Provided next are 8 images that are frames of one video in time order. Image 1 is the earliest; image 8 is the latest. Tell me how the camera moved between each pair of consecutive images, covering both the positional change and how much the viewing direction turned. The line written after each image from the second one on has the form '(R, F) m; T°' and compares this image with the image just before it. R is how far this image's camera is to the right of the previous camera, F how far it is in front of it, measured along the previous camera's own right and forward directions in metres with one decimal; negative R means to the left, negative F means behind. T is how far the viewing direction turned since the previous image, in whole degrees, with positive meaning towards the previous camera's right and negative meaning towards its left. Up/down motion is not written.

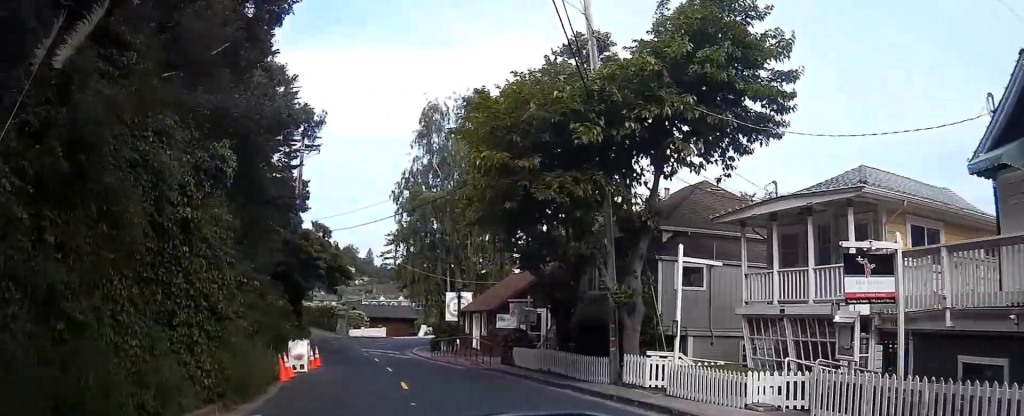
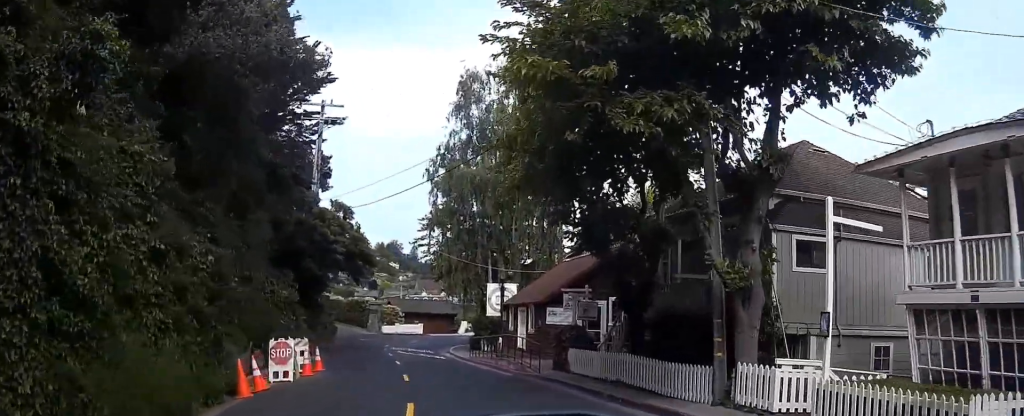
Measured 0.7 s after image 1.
(-0.2, +6.1) m; -6°
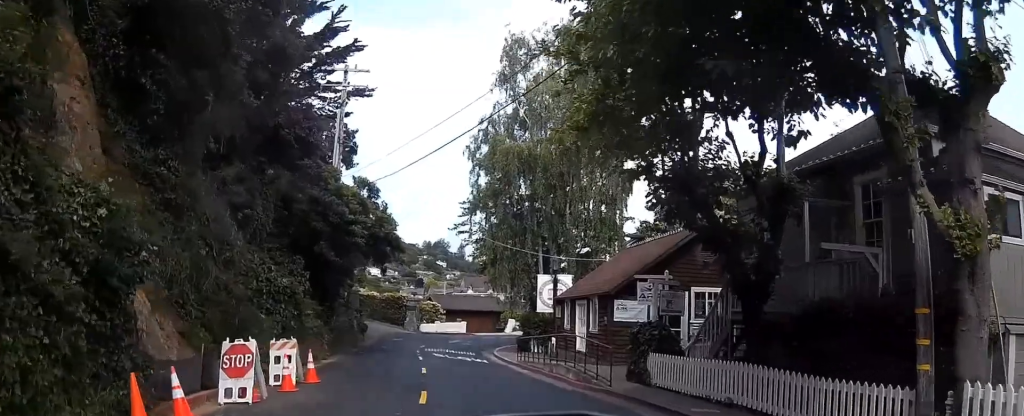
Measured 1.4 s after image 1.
(-0.3, +6.1) m; -5°
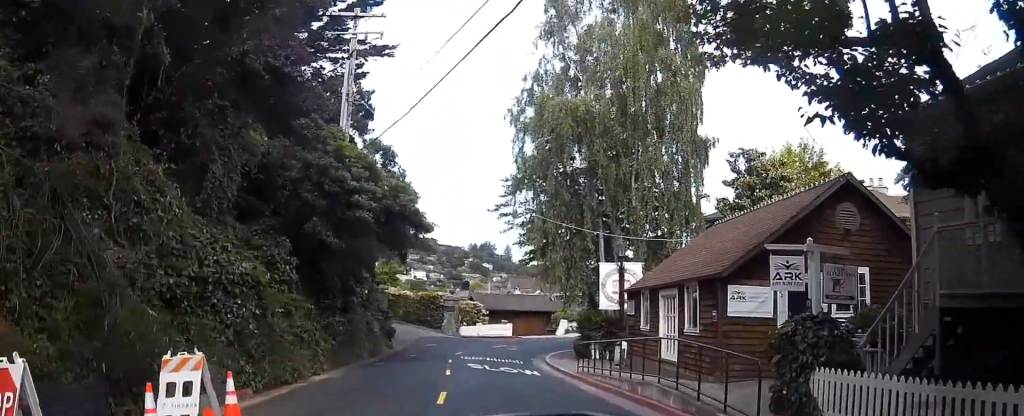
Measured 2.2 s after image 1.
(-0.4, +8.1) m; -5°
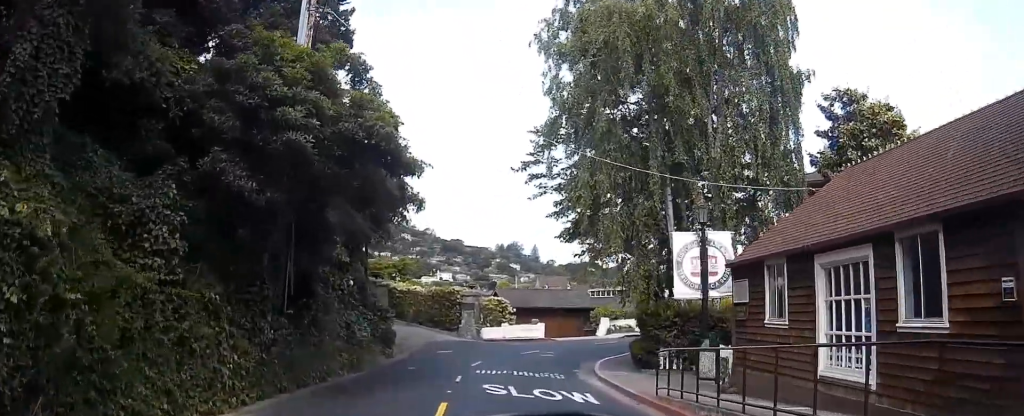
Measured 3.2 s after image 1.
(-0.5, +10.4) m; -4°
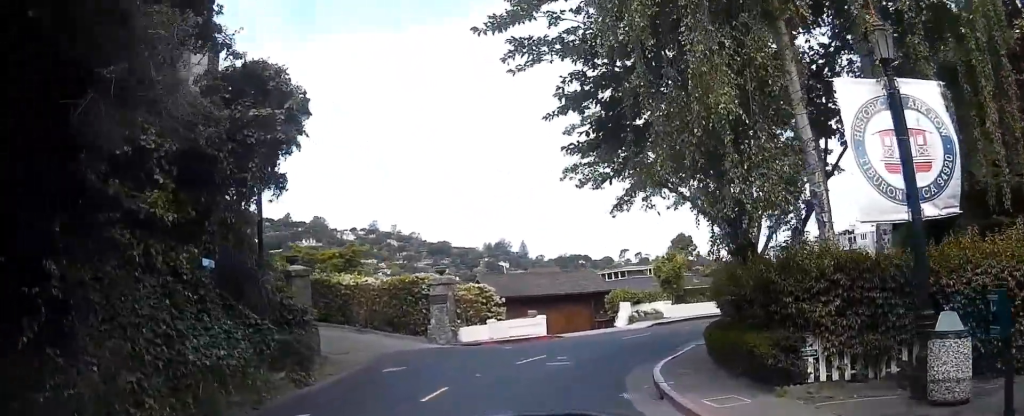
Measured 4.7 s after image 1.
(-0.1, +14.4) m; +1°
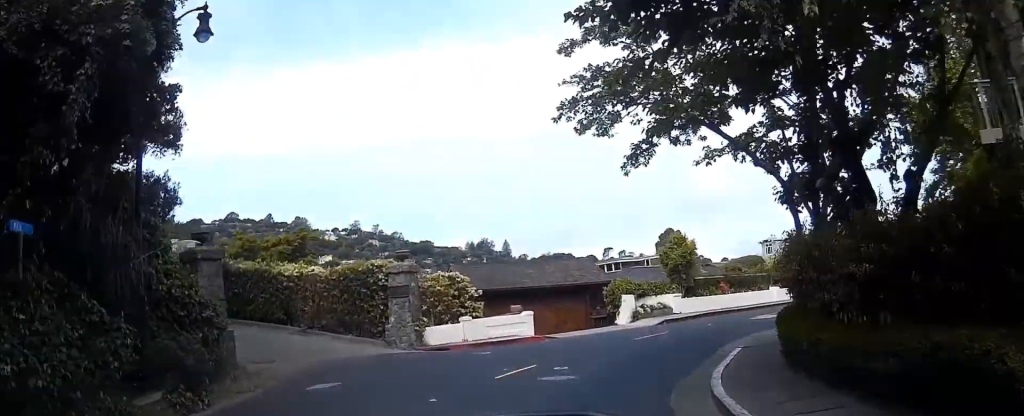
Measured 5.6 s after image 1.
(+0.2, +7.8) m; +2°
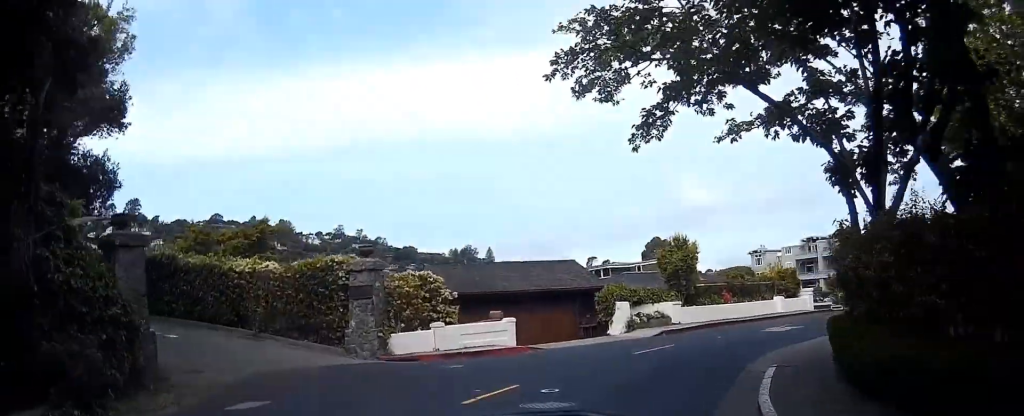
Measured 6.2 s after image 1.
(-0.1, +4.2) m; +2°
